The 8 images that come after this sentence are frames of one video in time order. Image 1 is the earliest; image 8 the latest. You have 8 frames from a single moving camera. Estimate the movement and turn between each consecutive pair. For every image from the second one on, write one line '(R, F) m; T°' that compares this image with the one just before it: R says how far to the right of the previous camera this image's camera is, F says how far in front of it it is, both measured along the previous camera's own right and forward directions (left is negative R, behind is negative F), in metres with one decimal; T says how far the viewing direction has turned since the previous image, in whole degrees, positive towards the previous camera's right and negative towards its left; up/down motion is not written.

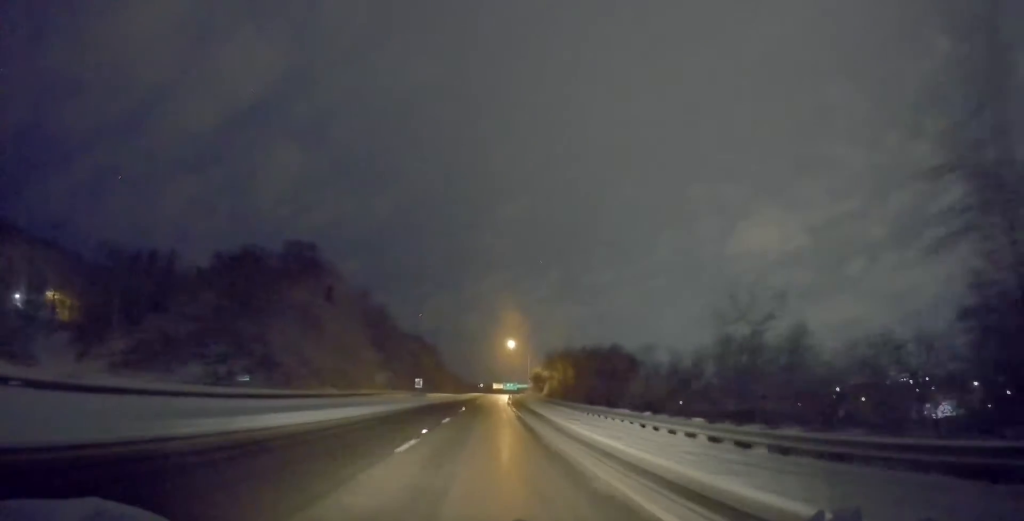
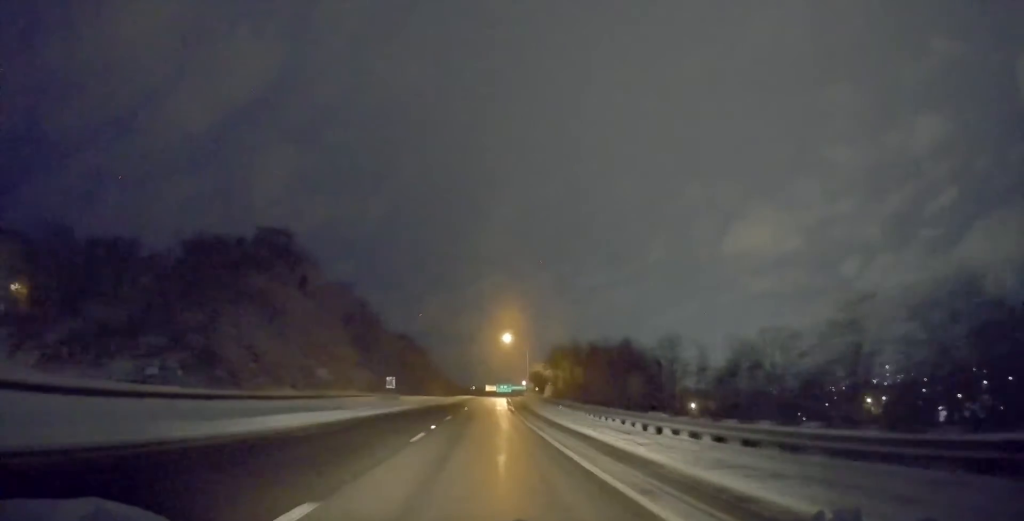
(+0.1, +21.3) m; 0°
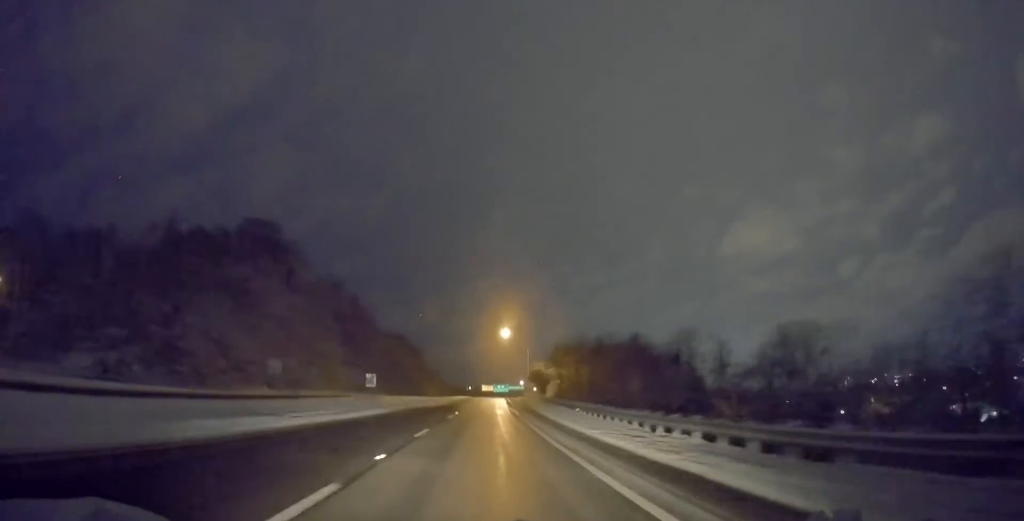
(-0.1, +10.7) m; 0°
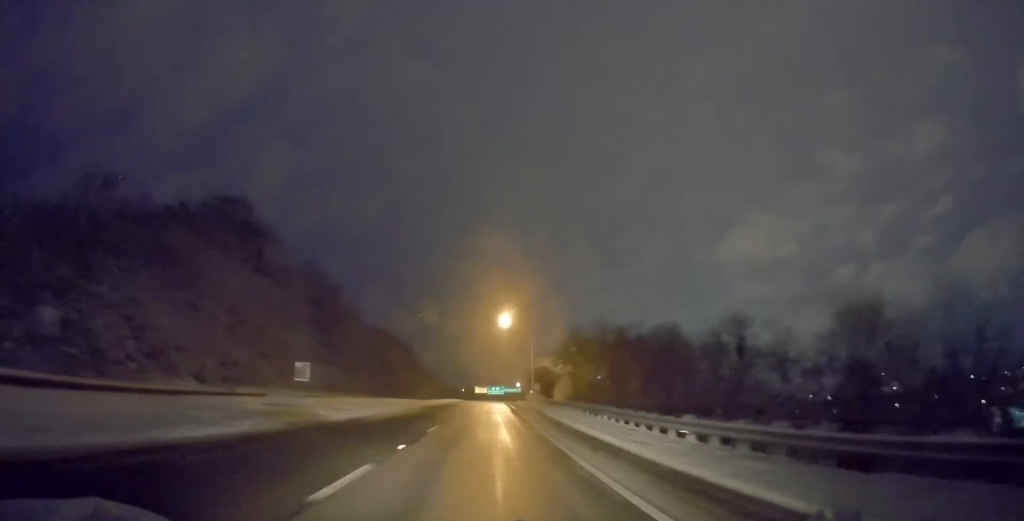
(+0.1, +22.2) m; +1°
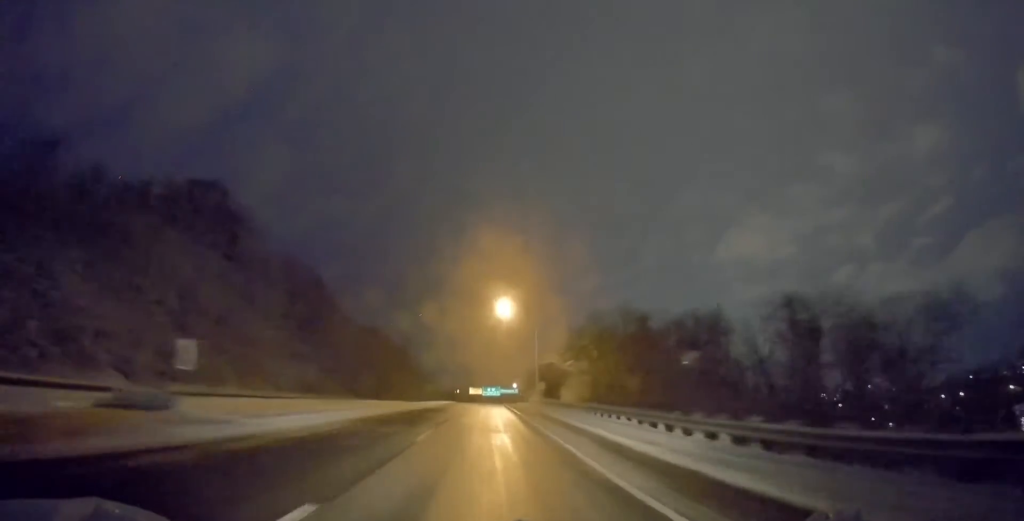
(+0.4, +16.1) m; +1°
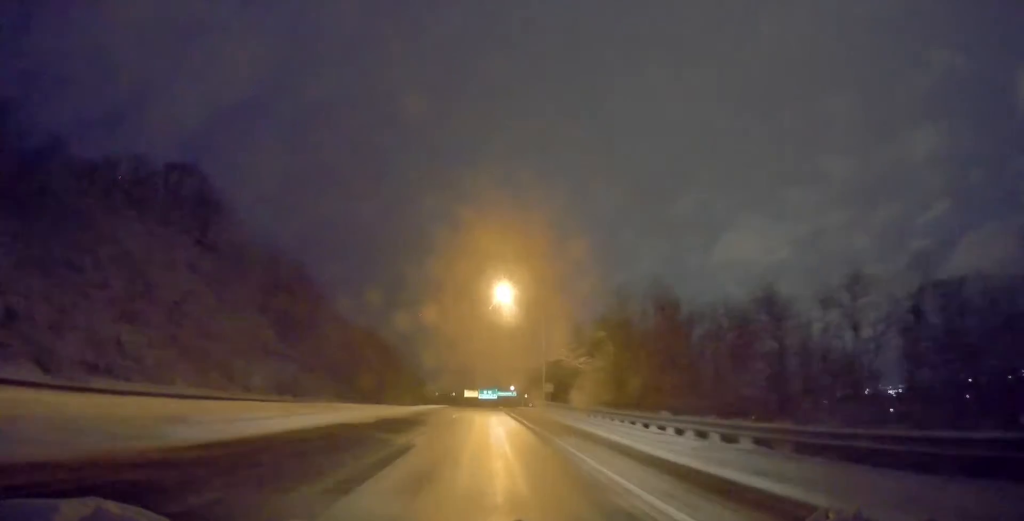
(0.0, +12.9) m; +1°
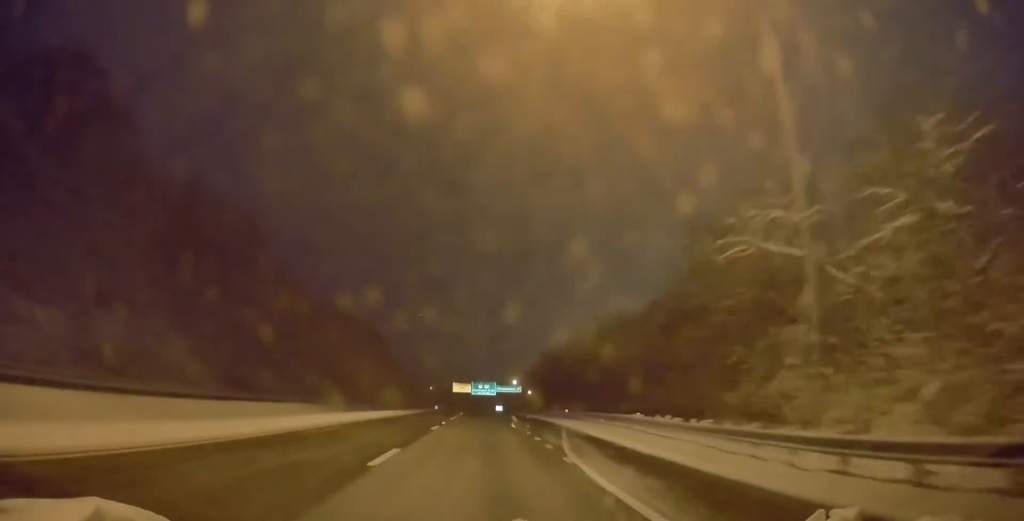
(+0.3, +51.6) m; 0°
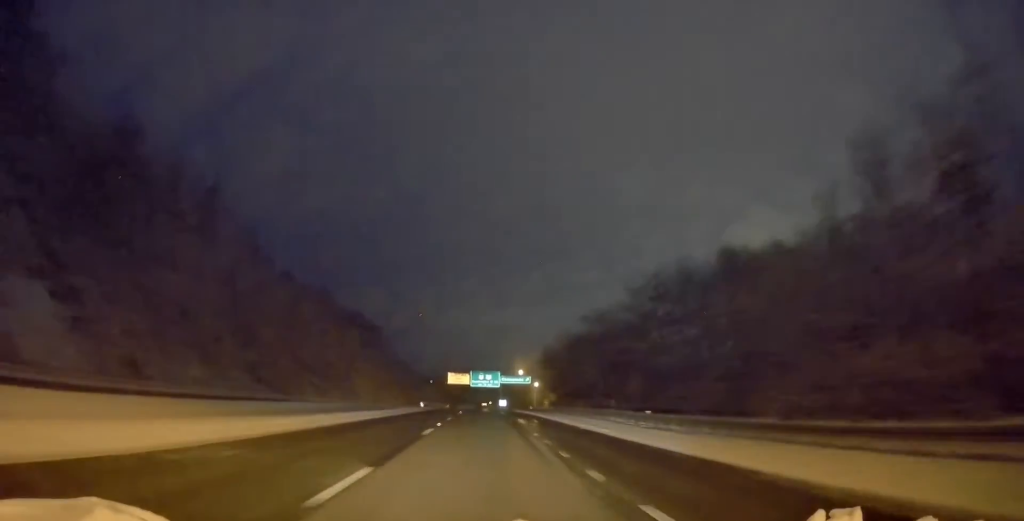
(+0.2, +30.0) m; 0°
